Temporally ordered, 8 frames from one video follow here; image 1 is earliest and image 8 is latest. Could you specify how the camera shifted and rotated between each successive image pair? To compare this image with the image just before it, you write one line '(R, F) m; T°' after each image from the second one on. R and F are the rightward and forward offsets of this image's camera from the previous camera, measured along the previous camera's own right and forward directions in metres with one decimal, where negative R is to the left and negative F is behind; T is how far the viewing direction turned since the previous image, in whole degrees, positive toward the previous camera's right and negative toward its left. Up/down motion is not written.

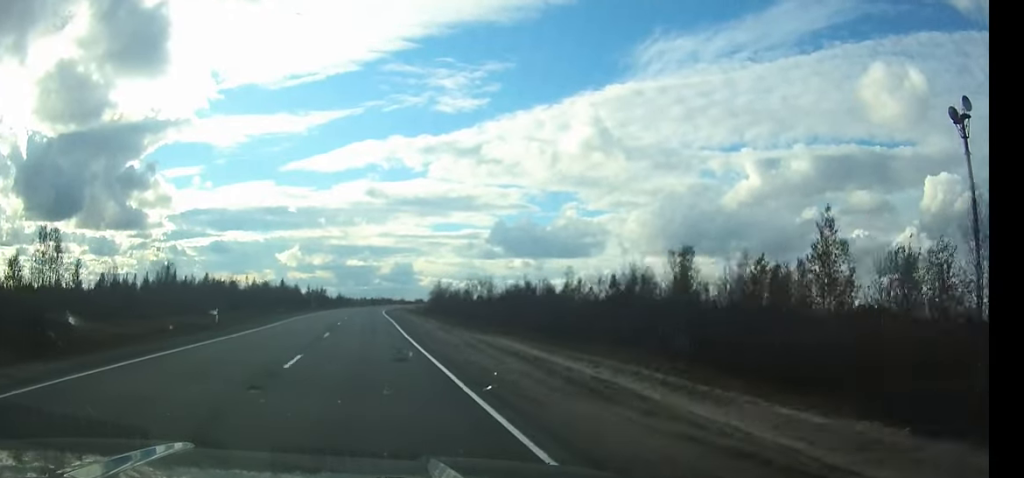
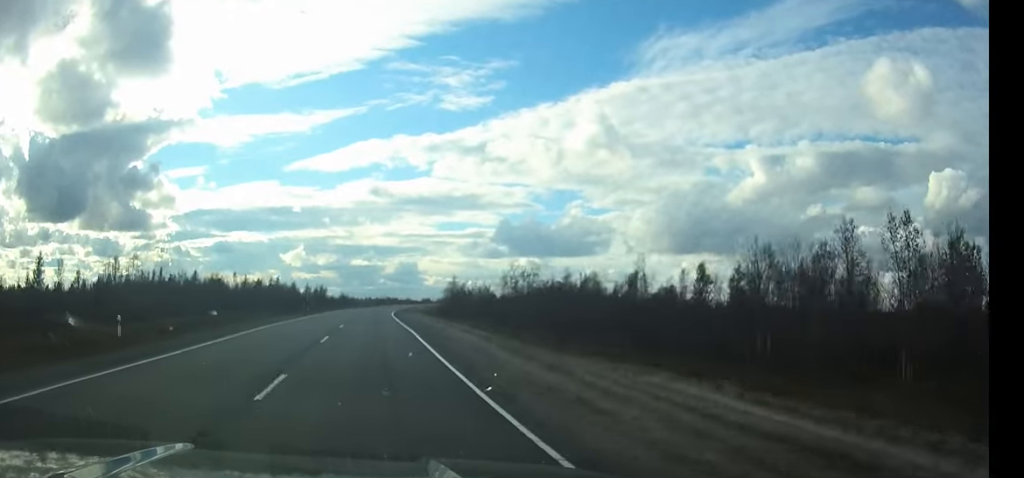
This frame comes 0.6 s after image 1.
(0.0, +17.1) m; 0°
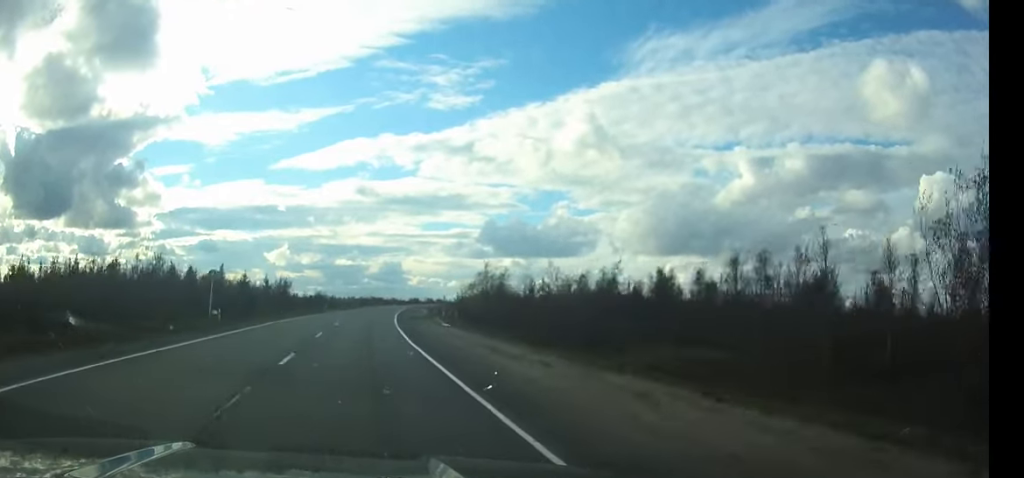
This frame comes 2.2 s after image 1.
(+0.3, +42.2) m; +1°
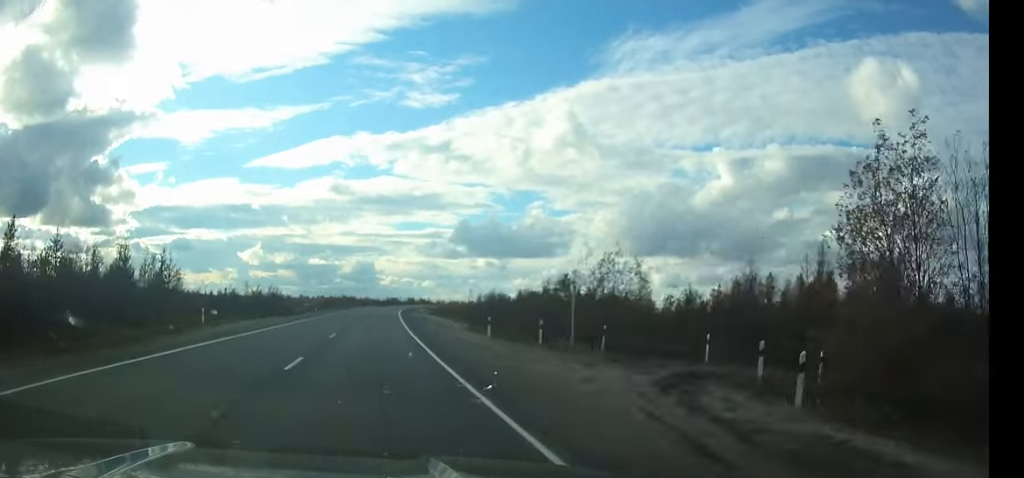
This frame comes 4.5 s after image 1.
(+1.2, +60.2) m; +2°
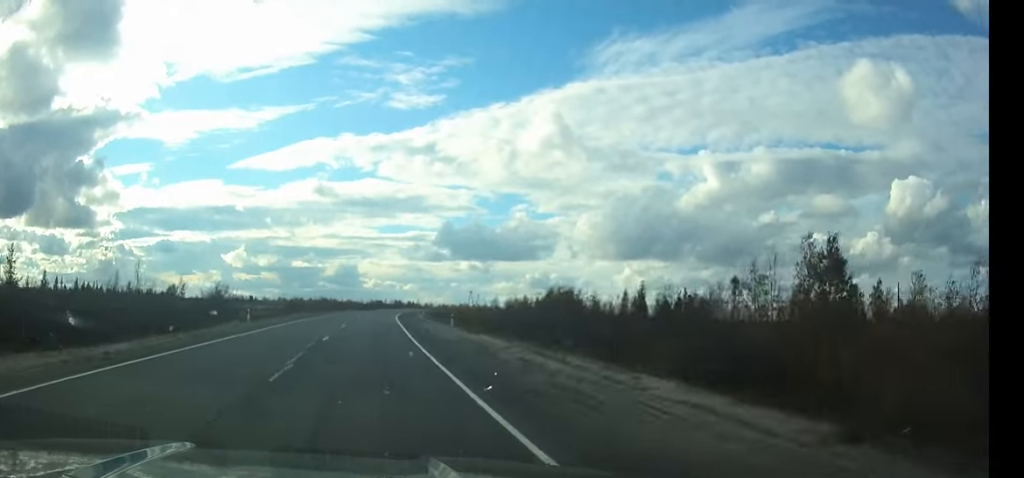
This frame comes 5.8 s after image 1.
(+0.3, +37.2) m; +2°
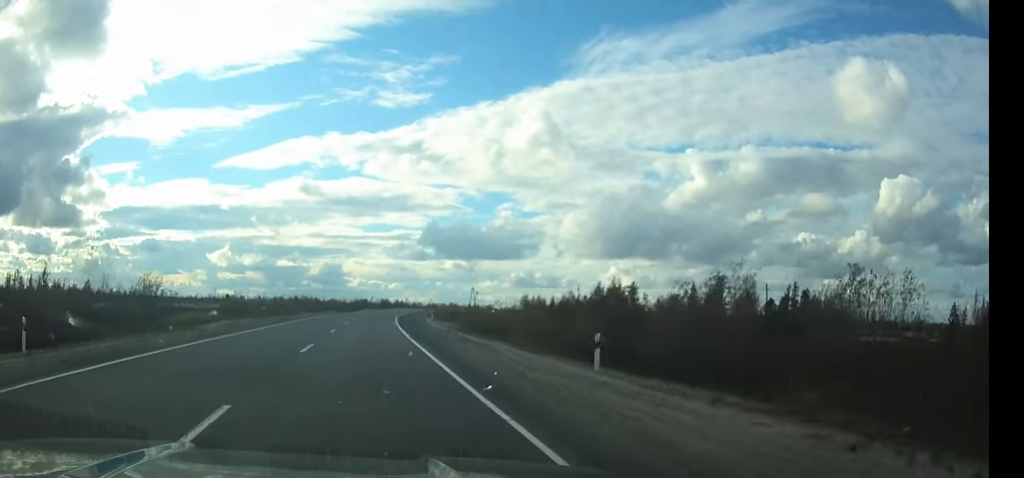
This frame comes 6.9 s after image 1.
(+0.7, +29.9) m; +2°
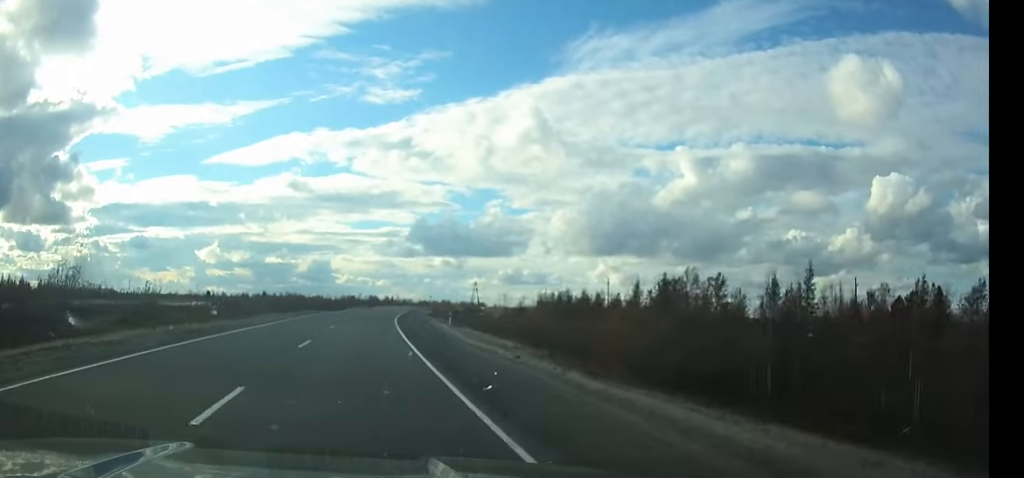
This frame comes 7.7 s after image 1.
(+0.2, +21.8) m; +1°
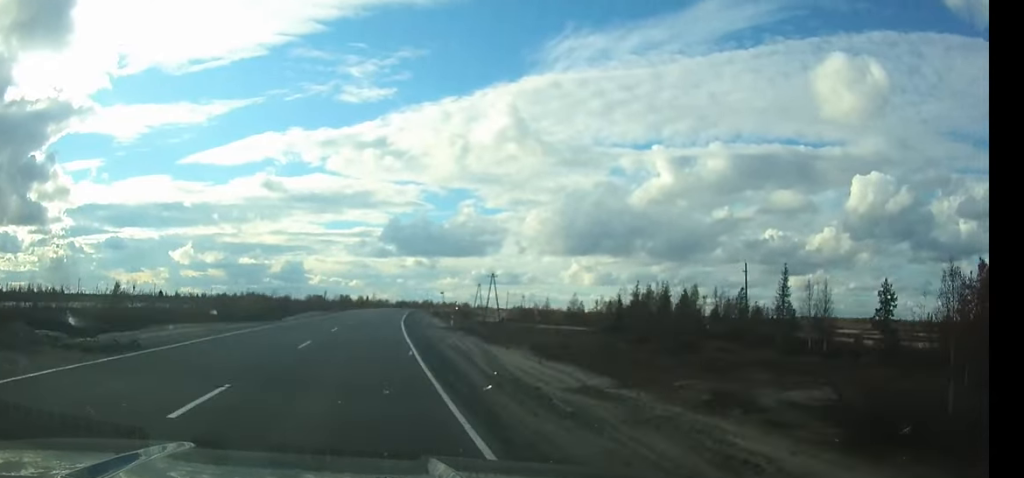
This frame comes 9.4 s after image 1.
(+0.9, +47.6) m; +3°
